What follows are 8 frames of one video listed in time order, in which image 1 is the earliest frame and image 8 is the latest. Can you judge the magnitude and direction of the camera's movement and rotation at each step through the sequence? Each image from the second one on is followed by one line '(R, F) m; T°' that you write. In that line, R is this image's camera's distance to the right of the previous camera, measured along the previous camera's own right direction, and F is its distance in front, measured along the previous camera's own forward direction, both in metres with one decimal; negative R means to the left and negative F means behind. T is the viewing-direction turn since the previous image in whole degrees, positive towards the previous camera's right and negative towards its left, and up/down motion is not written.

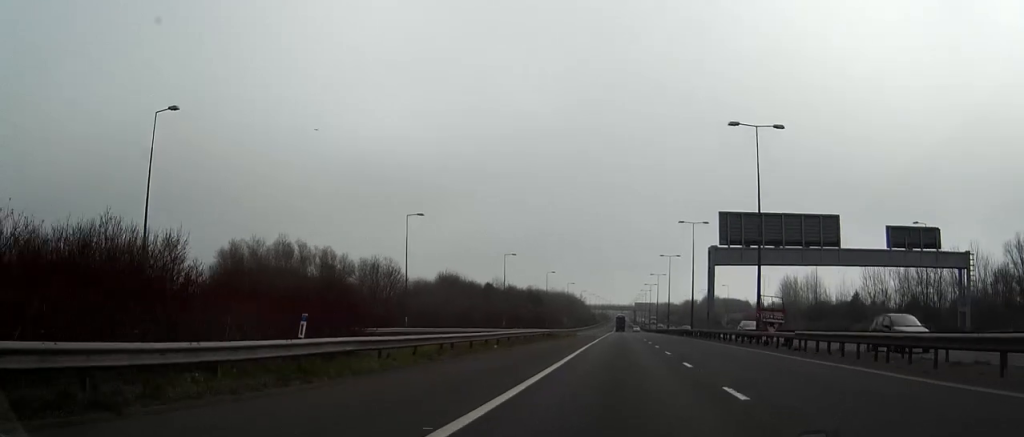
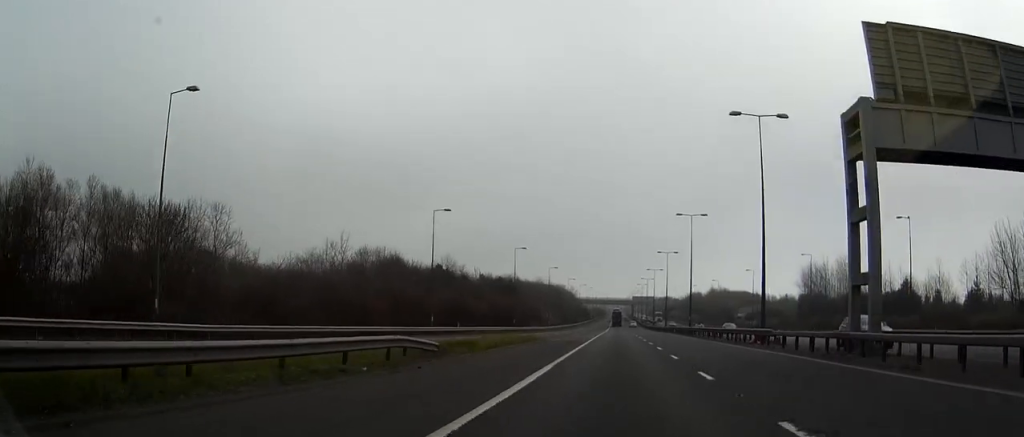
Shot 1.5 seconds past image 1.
(+0.1, +40.8) m; 0°
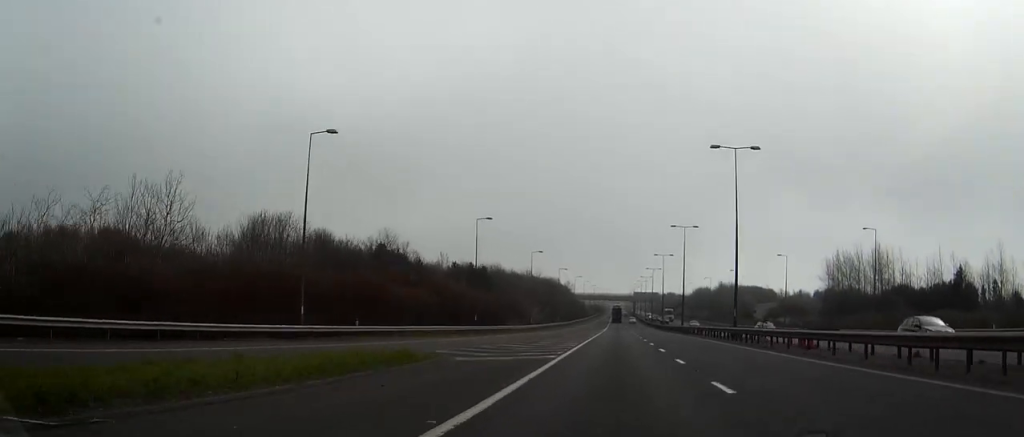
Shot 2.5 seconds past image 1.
(-0.1, +29.6) m; 0°
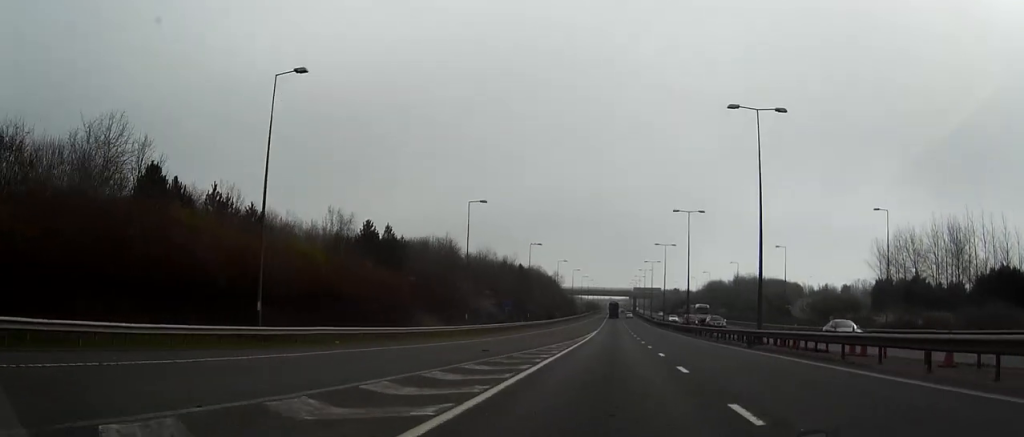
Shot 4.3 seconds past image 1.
(+0.2, +48.1) m; 0°
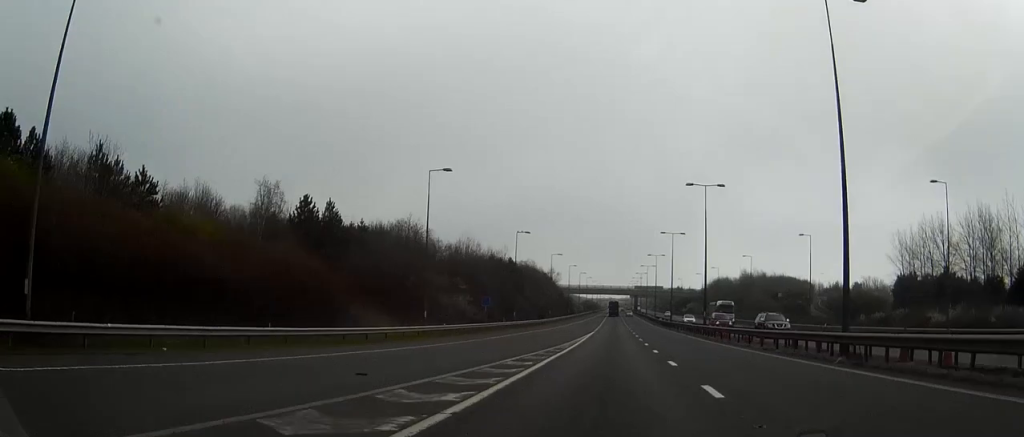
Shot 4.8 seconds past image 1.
(0.0, +14.8) m; 0°
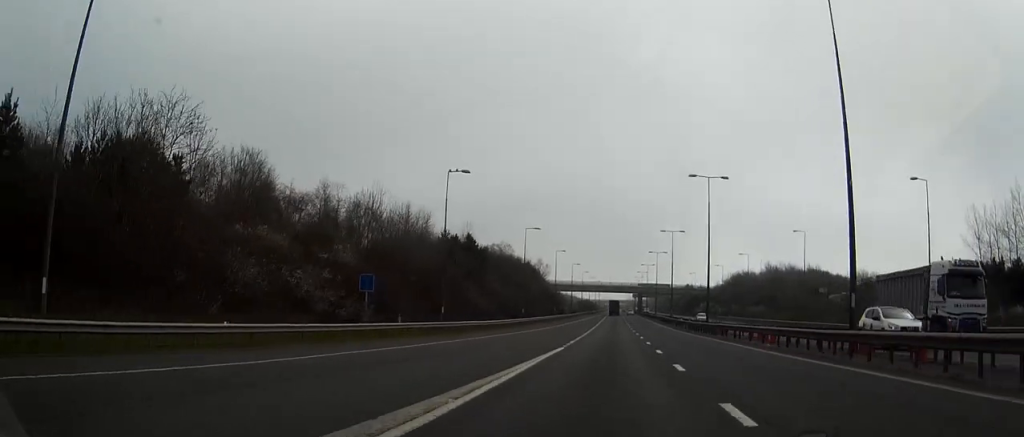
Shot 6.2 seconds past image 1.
(0.0, +38.9) m; 0°
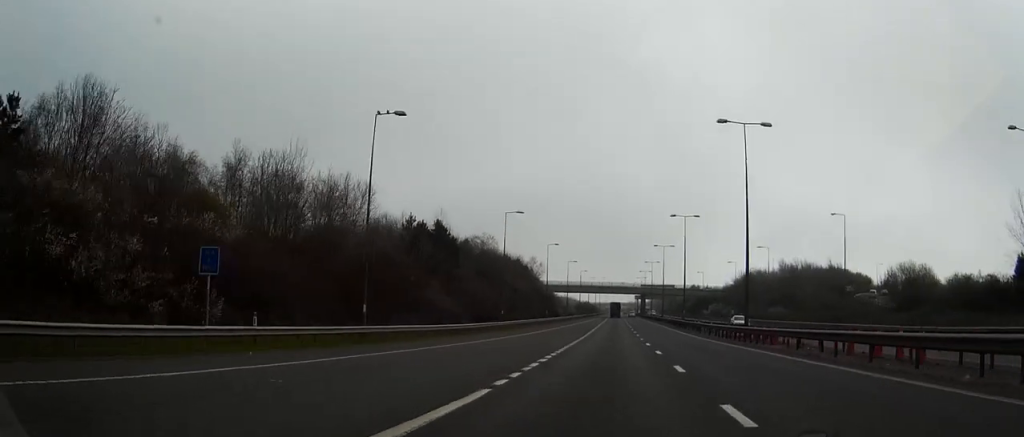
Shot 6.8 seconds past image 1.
(0.0, +17.6) m; 0°
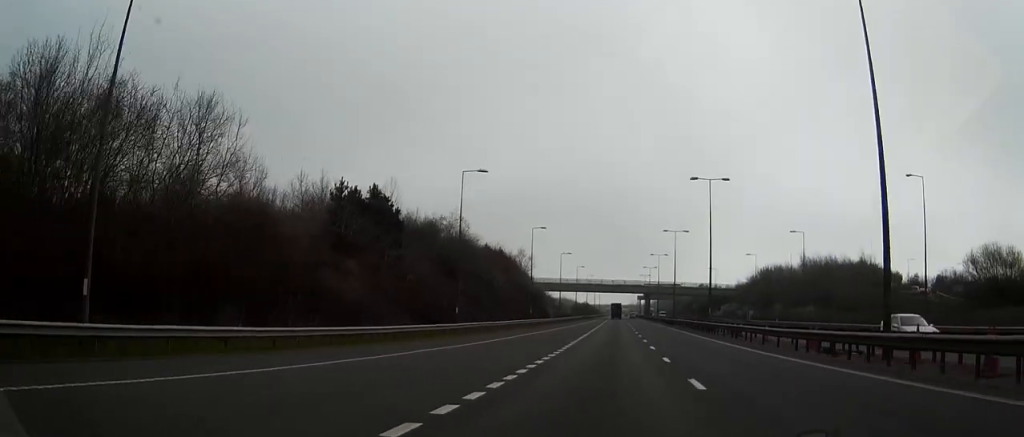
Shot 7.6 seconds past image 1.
(0.0, +22.2) m; 0°
